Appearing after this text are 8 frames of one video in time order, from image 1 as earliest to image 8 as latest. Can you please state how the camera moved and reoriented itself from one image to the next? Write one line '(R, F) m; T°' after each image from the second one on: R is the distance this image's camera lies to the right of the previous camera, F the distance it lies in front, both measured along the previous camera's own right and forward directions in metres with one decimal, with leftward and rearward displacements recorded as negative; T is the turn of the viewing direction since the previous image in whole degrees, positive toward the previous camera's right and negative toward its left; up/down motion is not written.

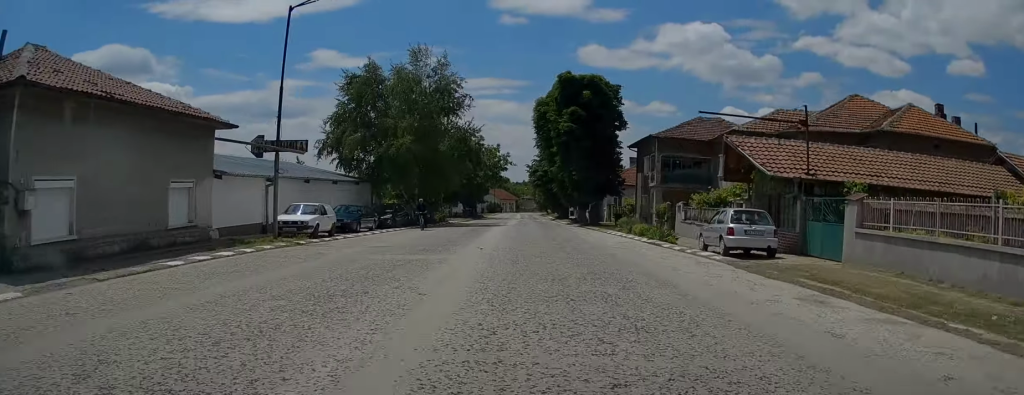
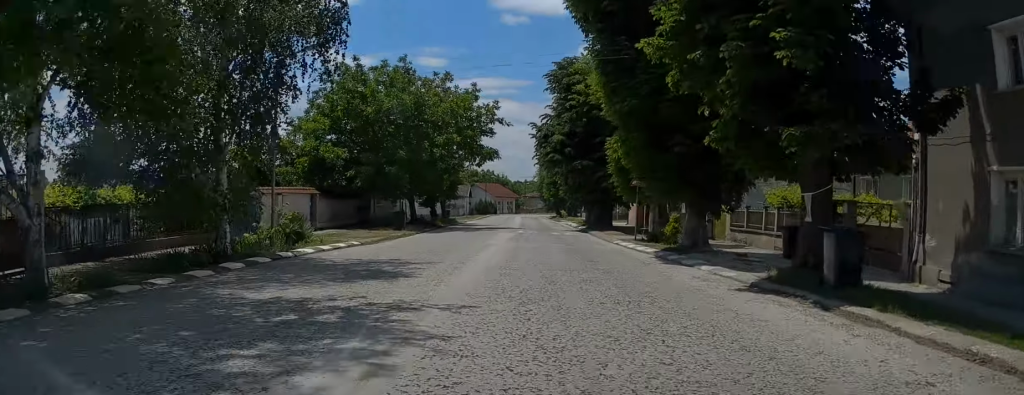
(-0.2, +35.0) m; 0°
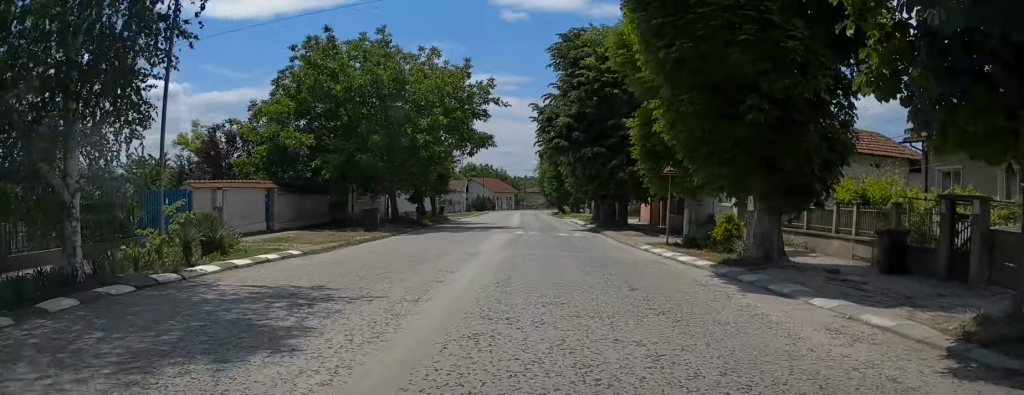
(-0.1, +5.5) m; 0°
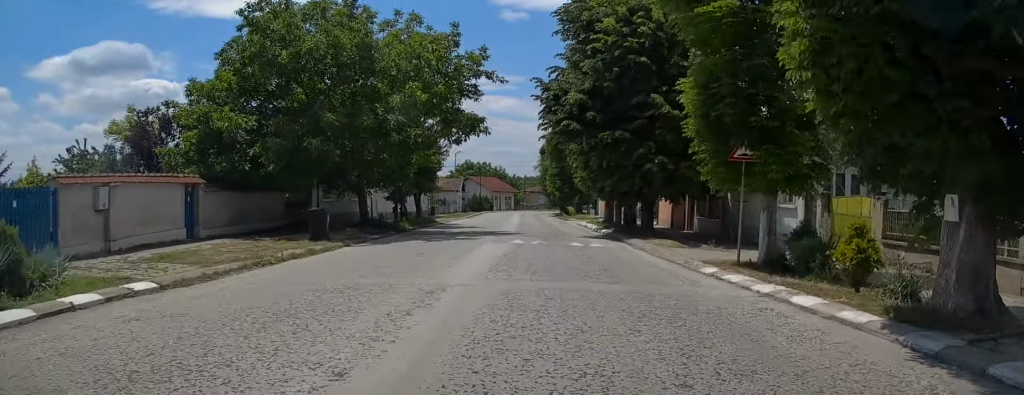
(-0.1, +6.6) m; 0°
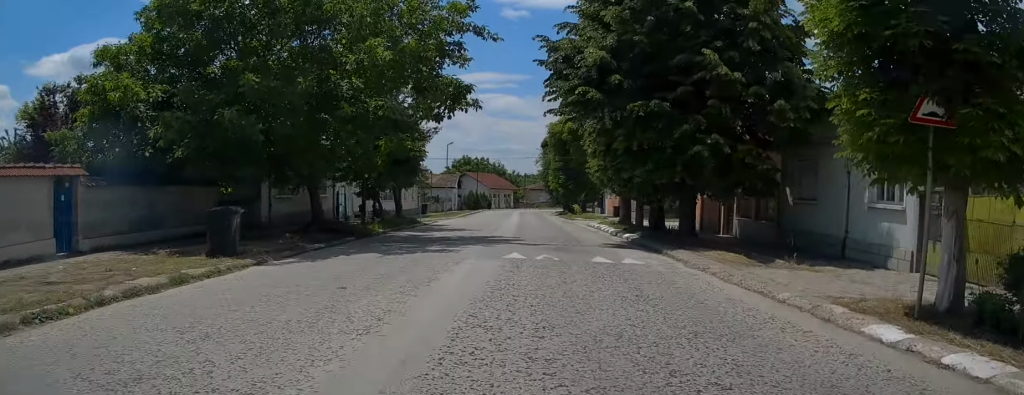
(+0.2, +6.2) m; 0°
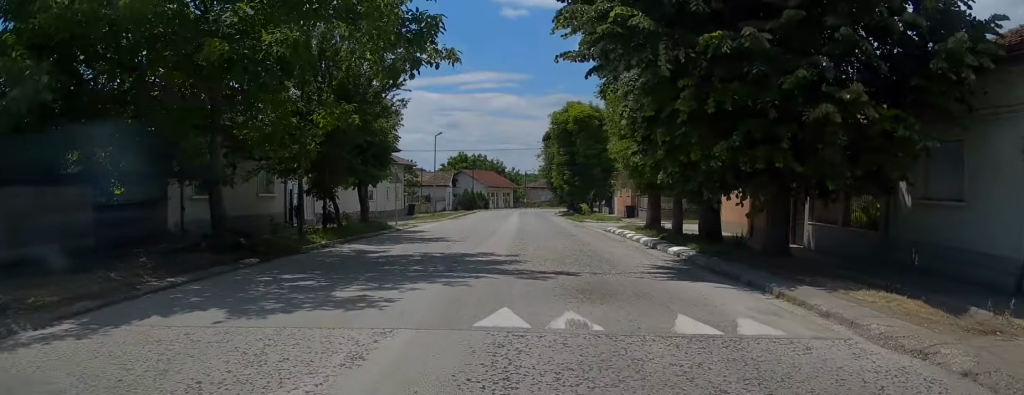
(-0.2, +7.0) m; 0°
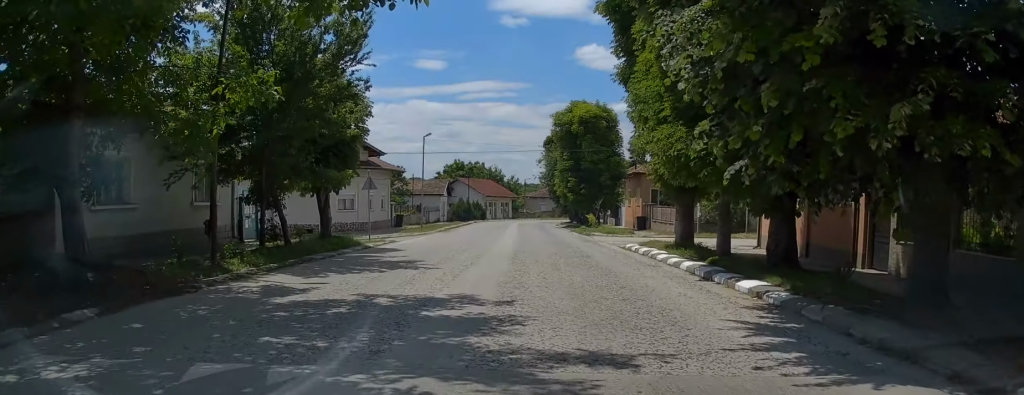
(+0.2, +5.2) m; +2°
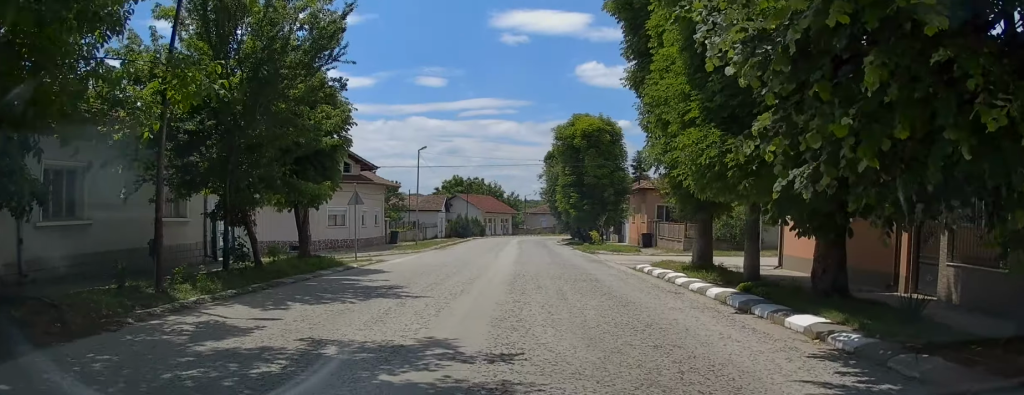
(+0.1, +2.4) m; +1°
